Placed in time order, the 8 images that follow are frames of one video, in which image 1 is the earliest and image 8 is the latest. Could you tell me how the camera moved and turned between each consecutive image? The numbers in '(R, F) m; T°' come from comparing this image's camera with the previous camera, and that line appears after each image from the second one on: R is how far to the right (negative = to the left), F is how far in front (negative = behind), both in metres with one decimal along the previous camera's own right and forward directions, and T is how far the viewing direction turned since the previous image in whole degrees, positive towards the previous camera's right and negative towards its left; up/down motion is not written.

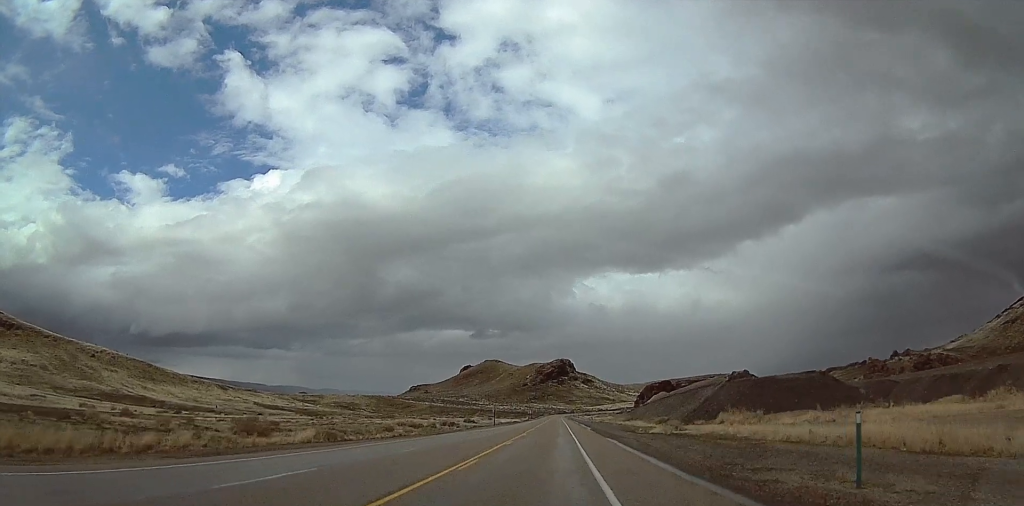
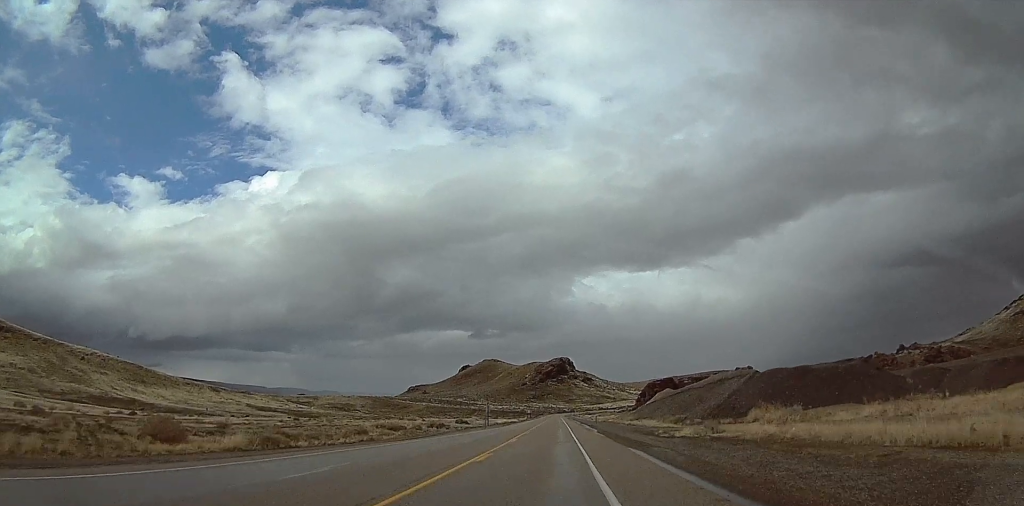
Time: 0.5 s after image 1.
(0.0, +11.5) m; 0°
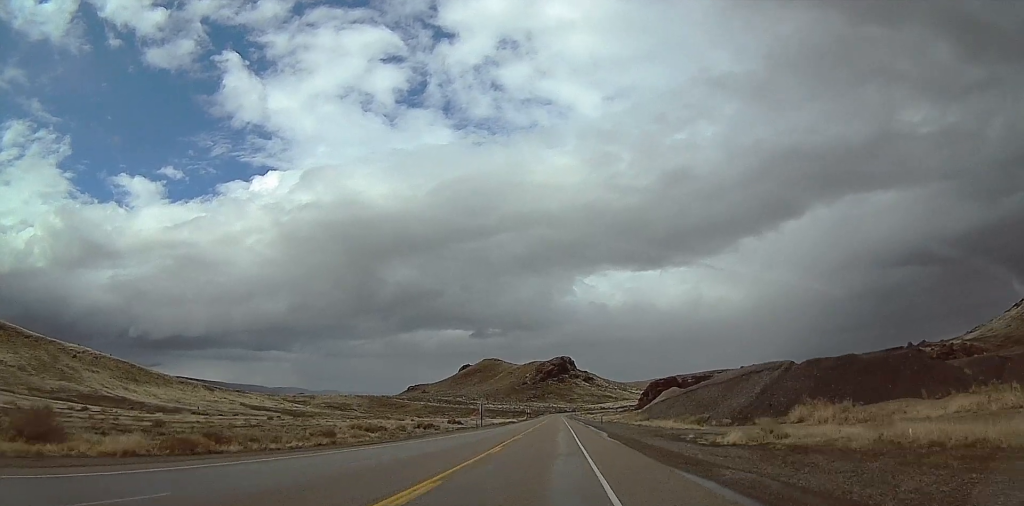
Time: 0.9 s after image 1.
(-0.1, +10.8) m; +1°
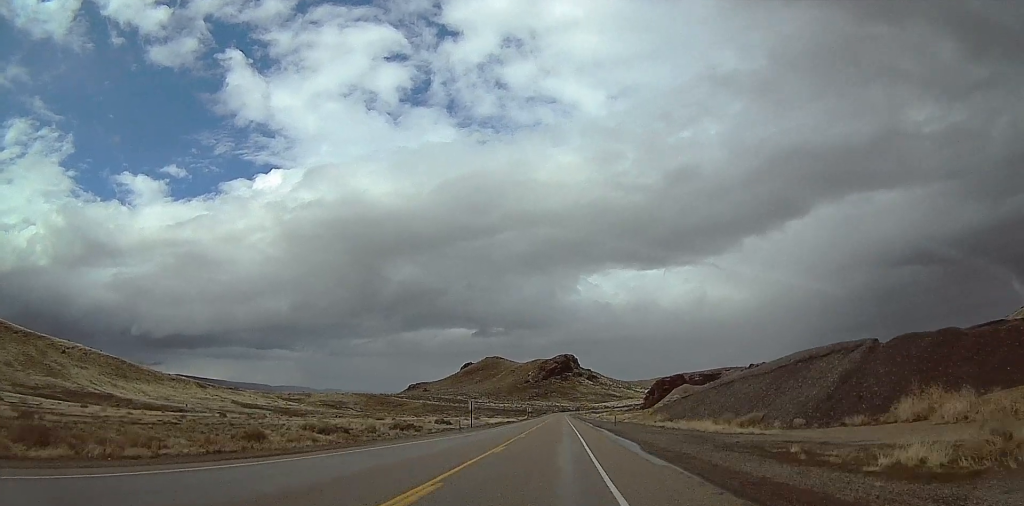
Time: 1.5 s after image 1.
(+0.1, +15.8) m; +1°
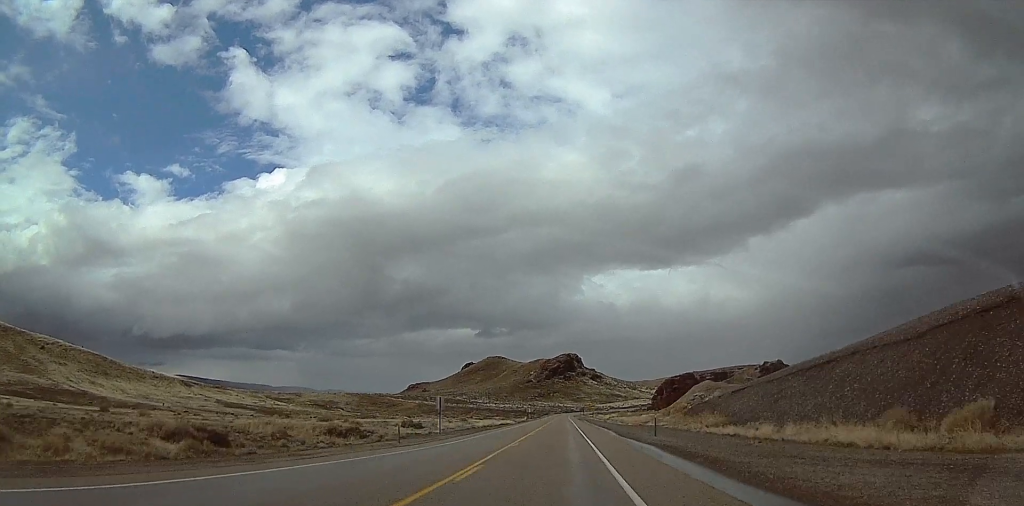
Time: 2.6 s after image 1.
(+0.4, +25.8) m; -1°
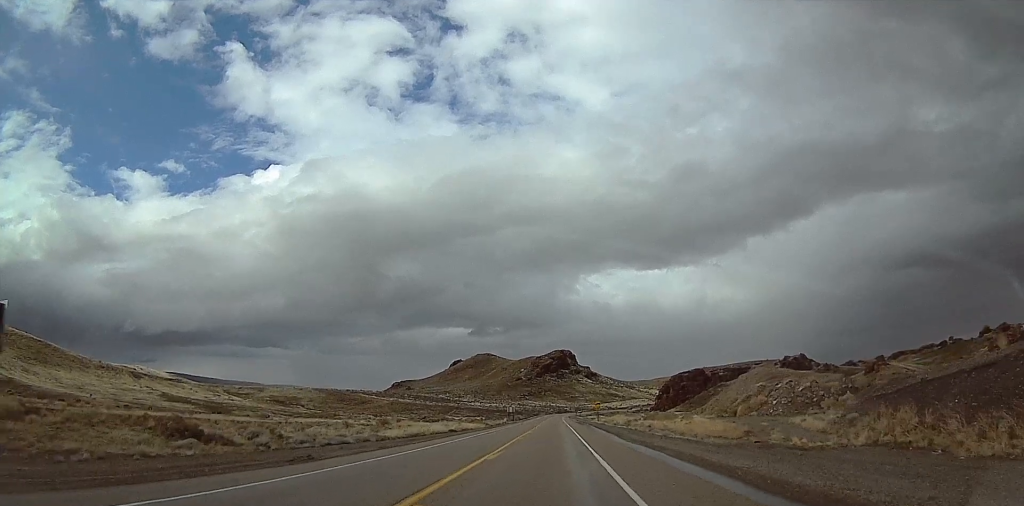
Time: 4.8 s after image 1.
(-1.5, +55.3) m; -3°
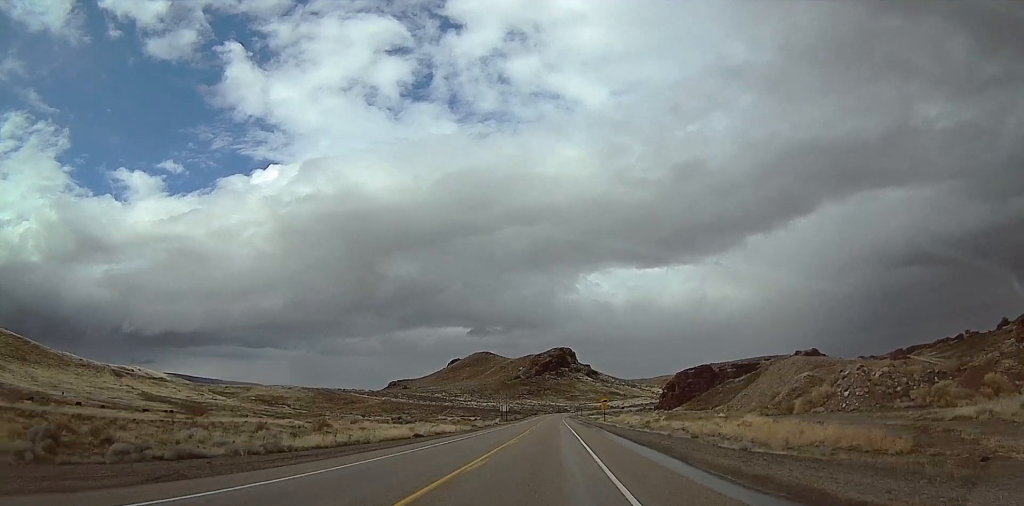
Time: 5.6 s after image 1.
(-0.2, +20.0) m; 0°
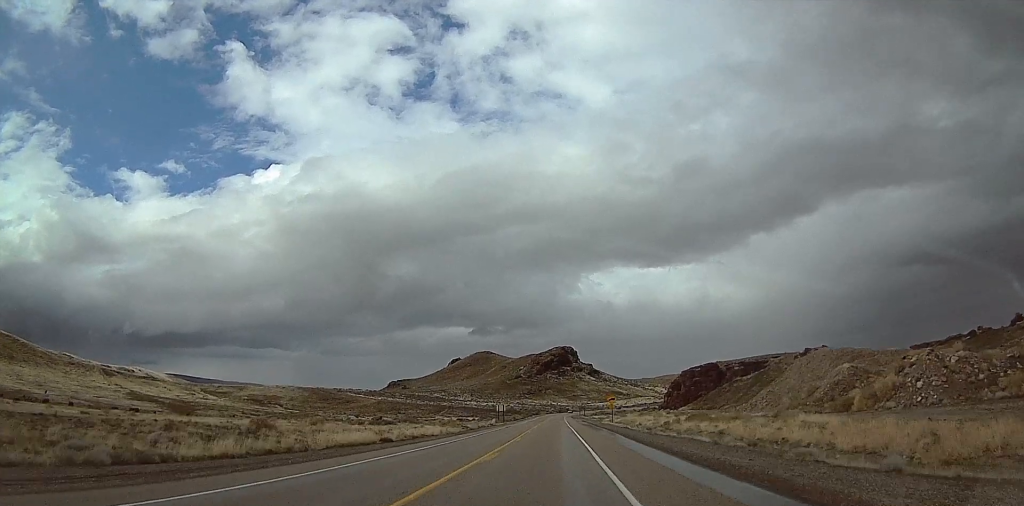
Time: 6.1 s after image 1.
(-0.6, +12.4) m; +1°
